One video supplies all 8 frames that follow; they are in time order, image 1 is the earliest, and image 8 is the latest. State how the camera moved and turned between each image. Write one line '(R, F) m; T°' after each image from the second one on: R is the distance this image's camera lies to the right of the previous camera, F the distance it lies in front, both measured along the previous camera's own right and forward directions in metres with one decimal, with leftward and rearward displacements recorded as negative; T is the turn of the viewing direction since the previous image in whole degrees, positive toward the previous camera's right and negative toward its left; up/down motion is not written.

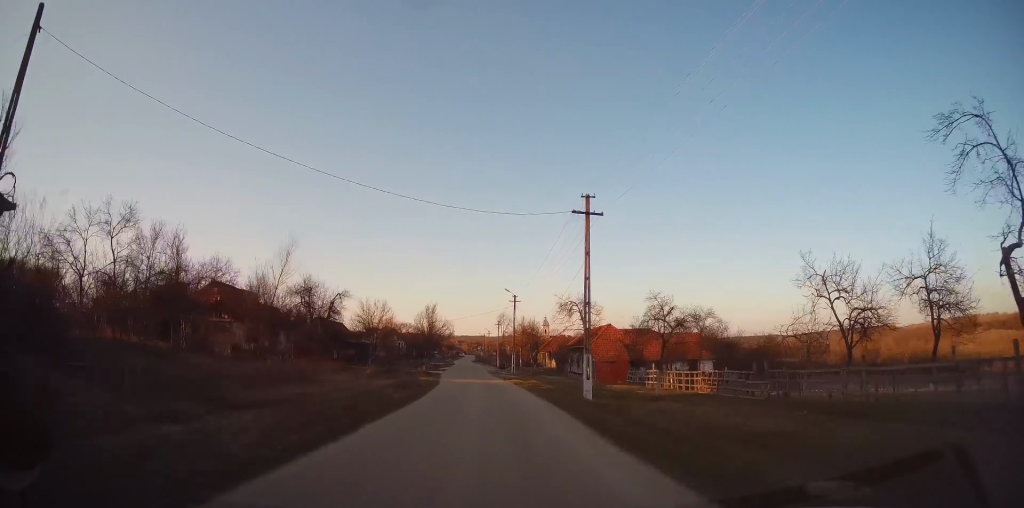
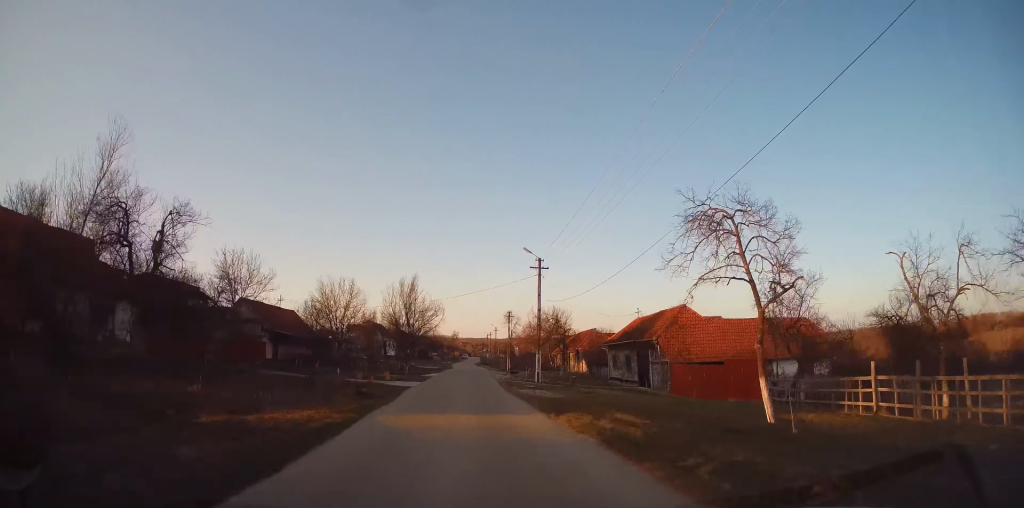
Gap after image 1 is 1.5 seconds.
(+0.6, +21.1) m; +1°
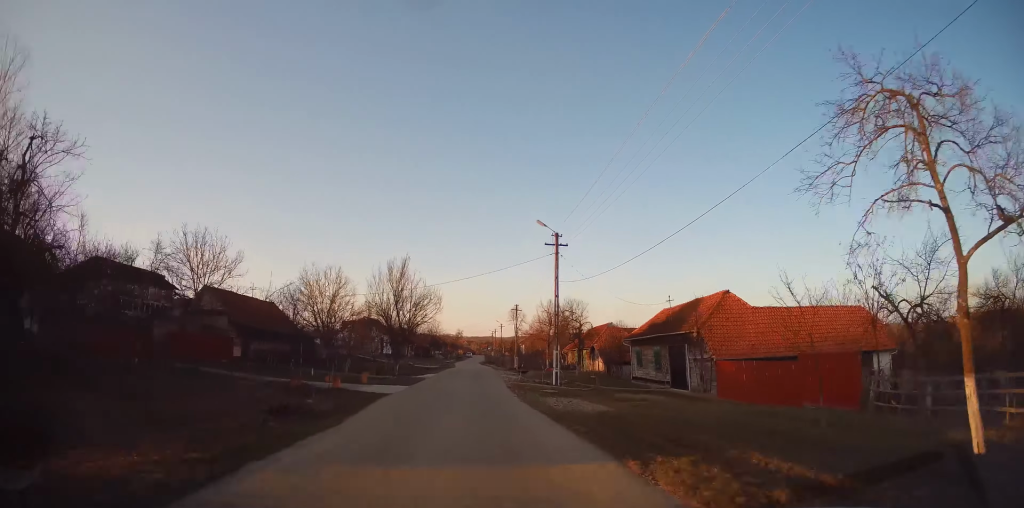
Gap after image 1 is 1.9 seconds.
(0.0, +6.5) m; -1°
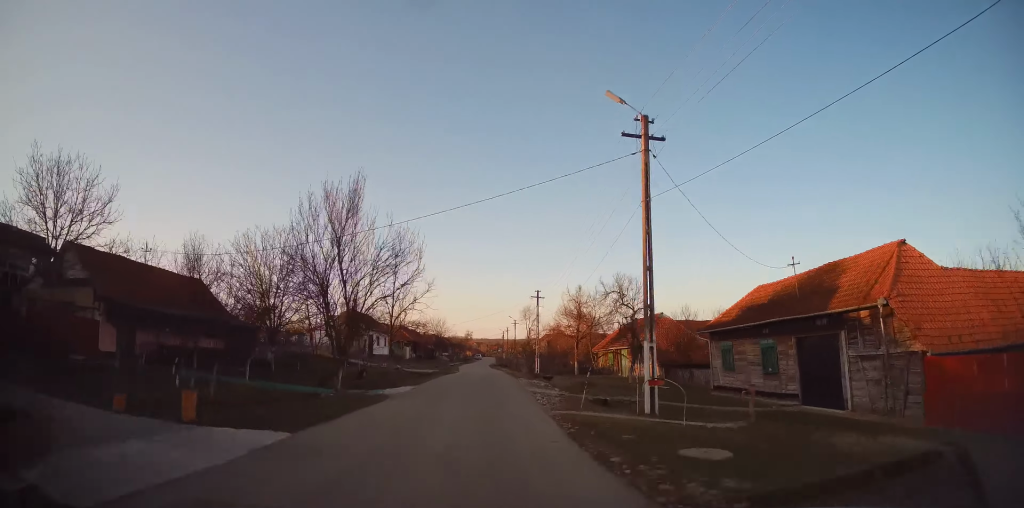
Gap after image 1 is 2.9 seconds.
(-0.5, +14.7) m; -1°
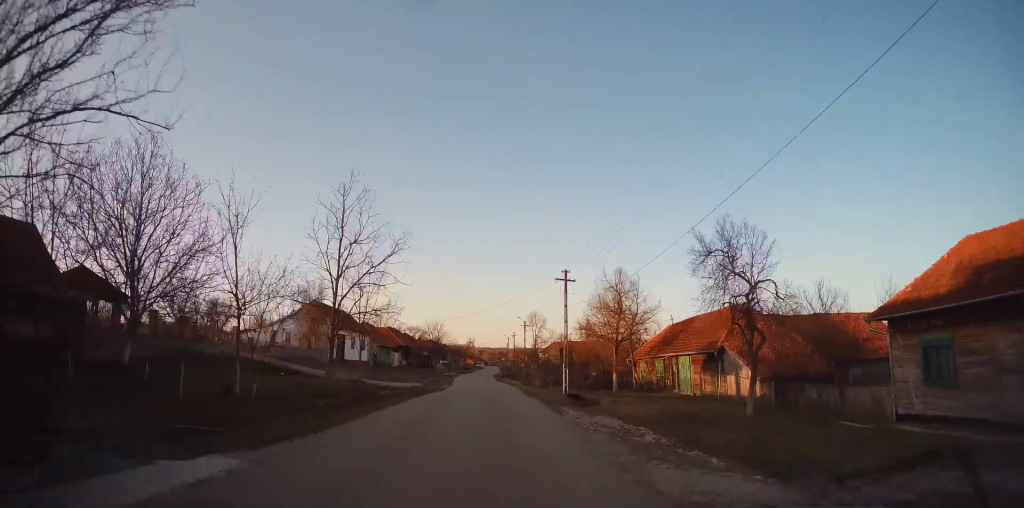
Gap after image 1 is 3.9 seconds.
(+0.2, +15.5) m; 0°
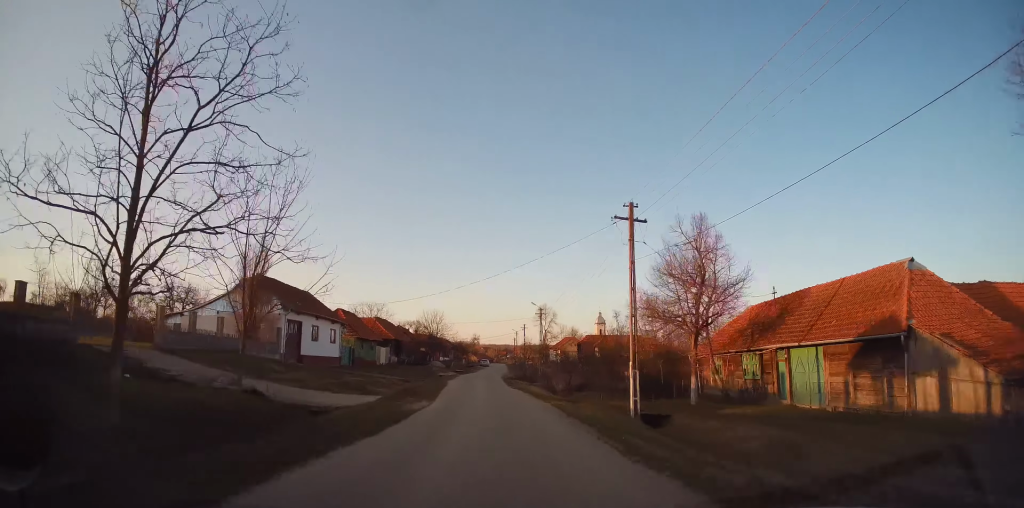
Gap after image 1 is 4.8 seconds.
(-0.2, +14.7) m; -1°
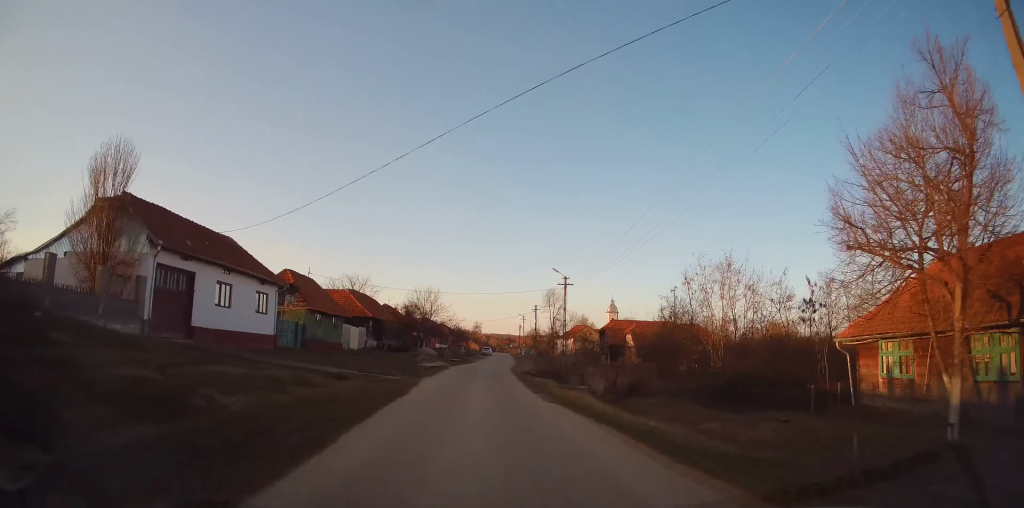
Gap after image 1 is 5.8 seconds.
(0.0, +16.4) m; 0°
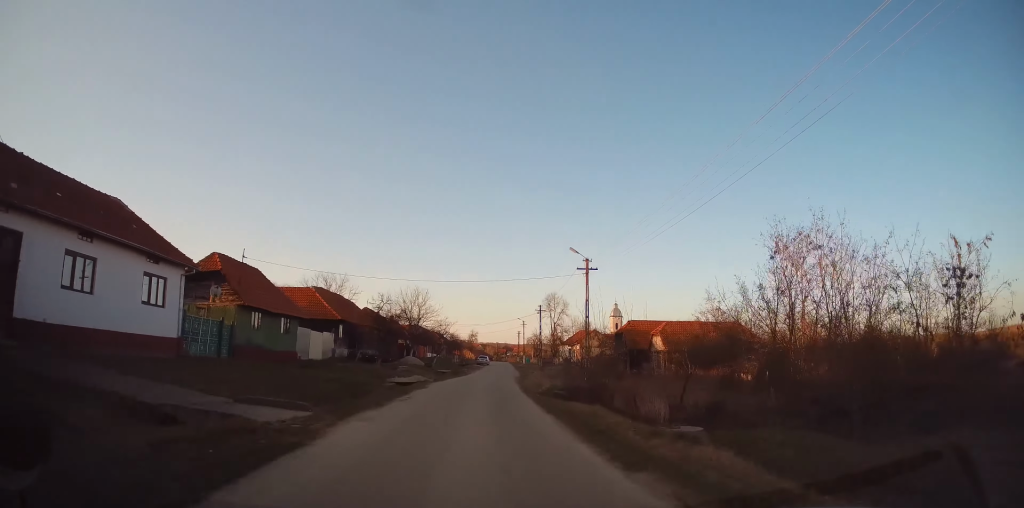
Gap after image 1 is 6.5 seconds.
(0.0, +10.6) m; +1°
